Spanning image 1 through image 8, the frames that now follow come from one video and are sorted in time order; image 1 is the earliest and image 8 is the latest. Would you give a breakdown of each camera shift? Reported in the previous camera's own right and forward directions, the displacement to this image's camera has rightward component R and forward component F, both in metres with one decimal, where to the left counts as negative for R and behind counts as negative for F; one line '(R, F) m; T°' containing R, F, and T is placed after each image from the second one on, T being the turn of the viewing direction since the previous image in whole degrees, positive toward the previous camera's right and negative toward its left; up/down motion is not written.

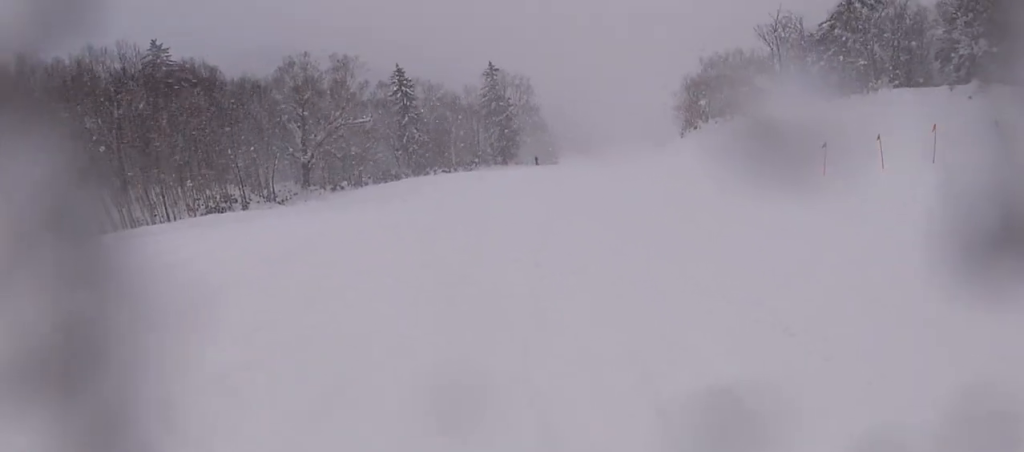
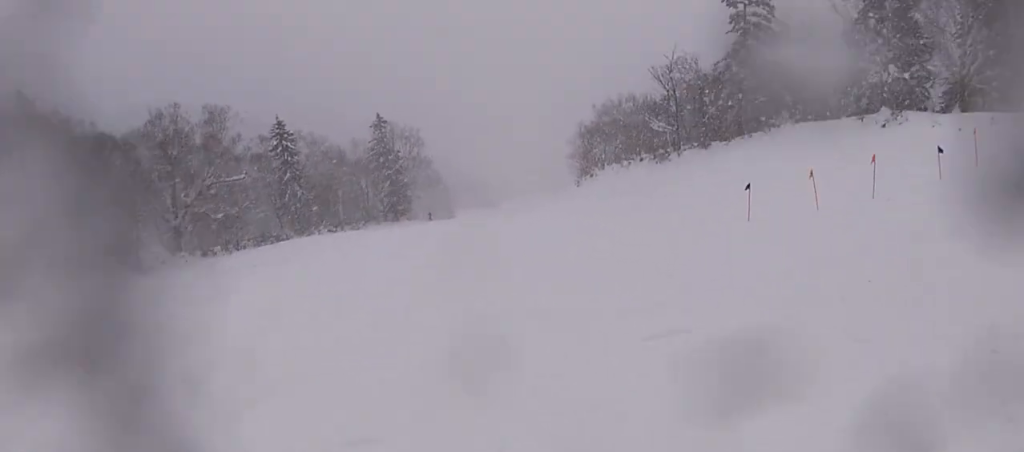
(+0.6, +4.9) m; +6°
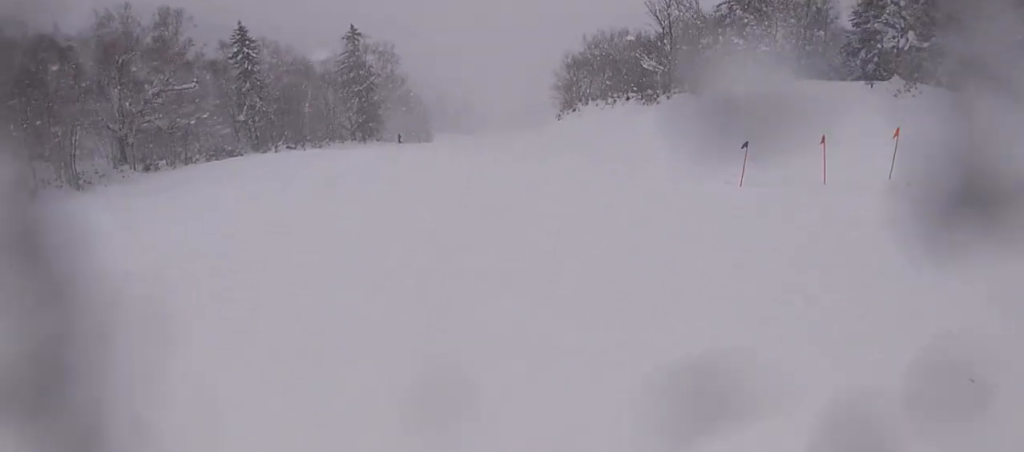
(+0.6, +3.9) m; -3°
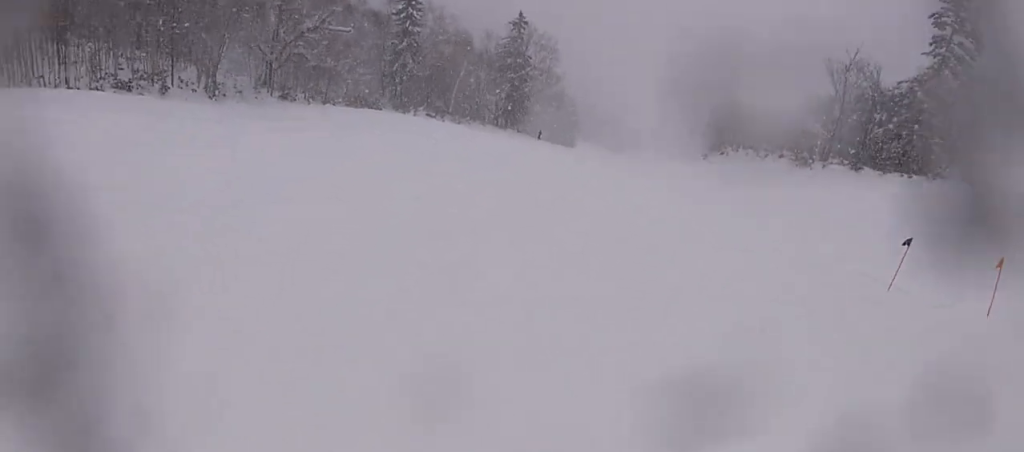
(-0.6, +2.7) m; -6°
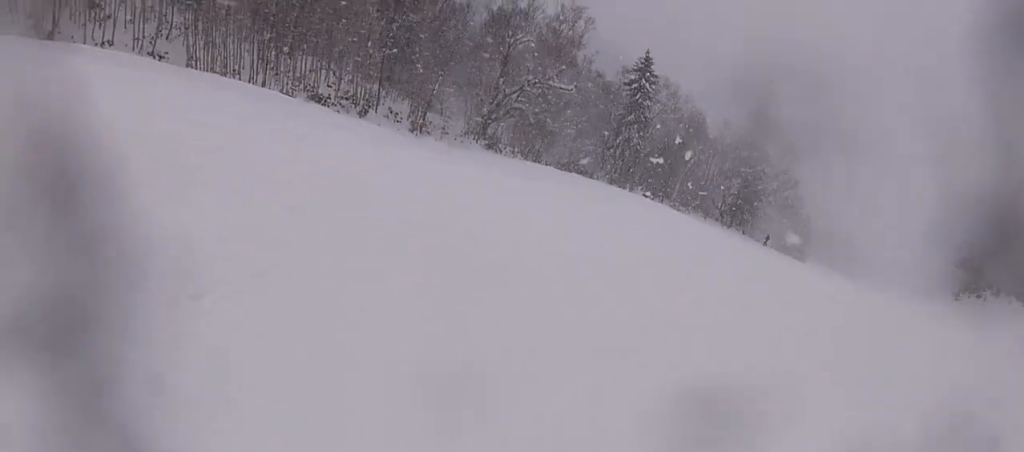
(-0.8, +7.4) m; -6°
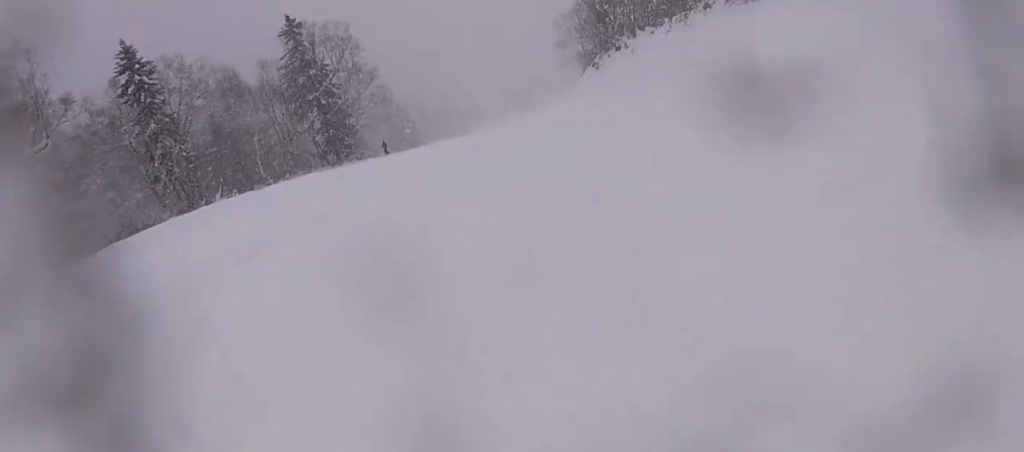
(0.0, +13.2) m; +19°
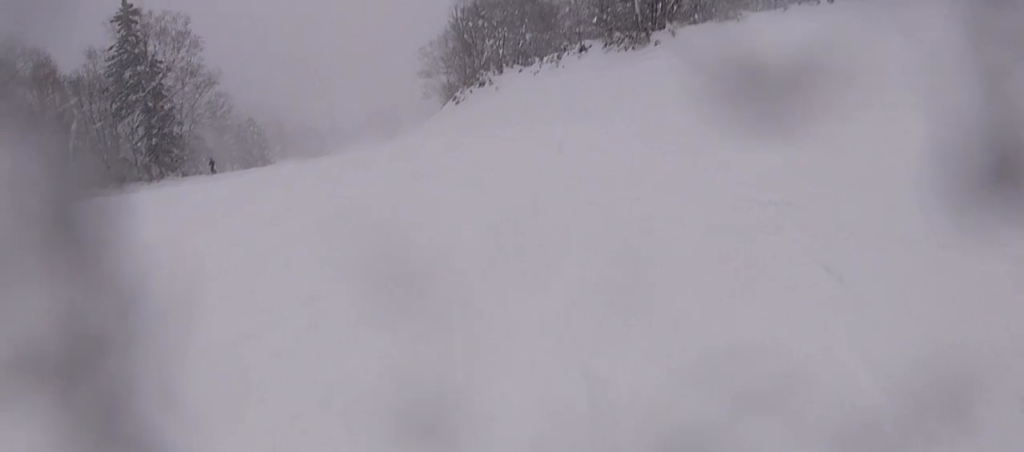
(+1.3, +4.5) m; +23°
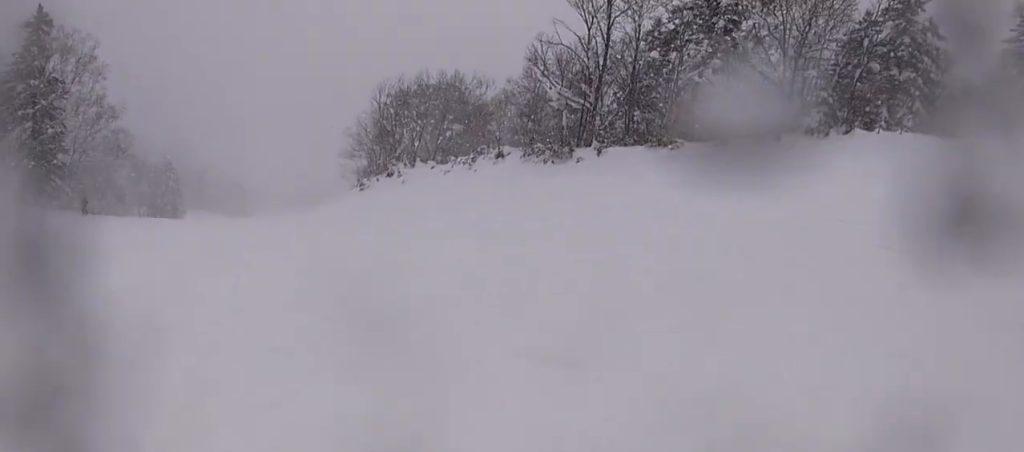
(+1.2, +5.2) m; 0°
